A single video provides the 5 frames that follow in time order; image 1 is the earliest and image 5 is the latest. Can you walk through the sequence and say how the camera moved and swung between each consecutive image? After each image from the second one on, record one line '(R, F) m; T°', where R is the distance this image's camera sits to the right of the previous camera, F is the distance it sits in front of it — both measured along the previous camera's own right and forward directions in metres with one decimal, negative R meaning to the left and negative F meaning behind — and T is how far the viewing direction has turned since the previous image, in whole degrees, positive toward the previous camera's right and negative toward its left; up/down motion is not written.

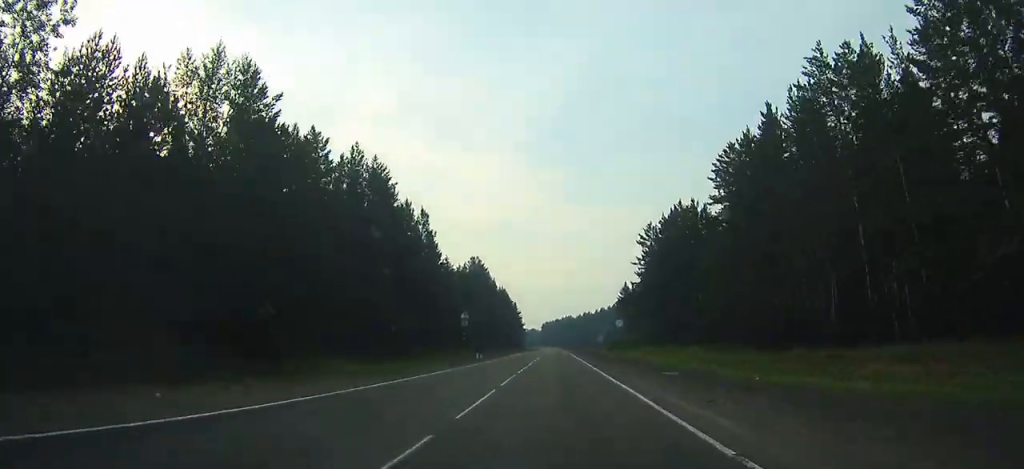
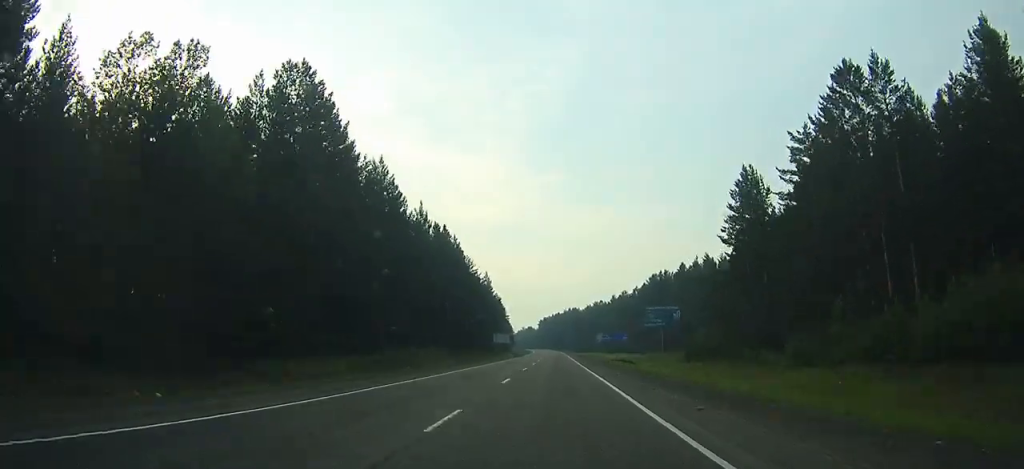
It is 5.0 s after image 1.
(+0.6, +94.9) m; 0°
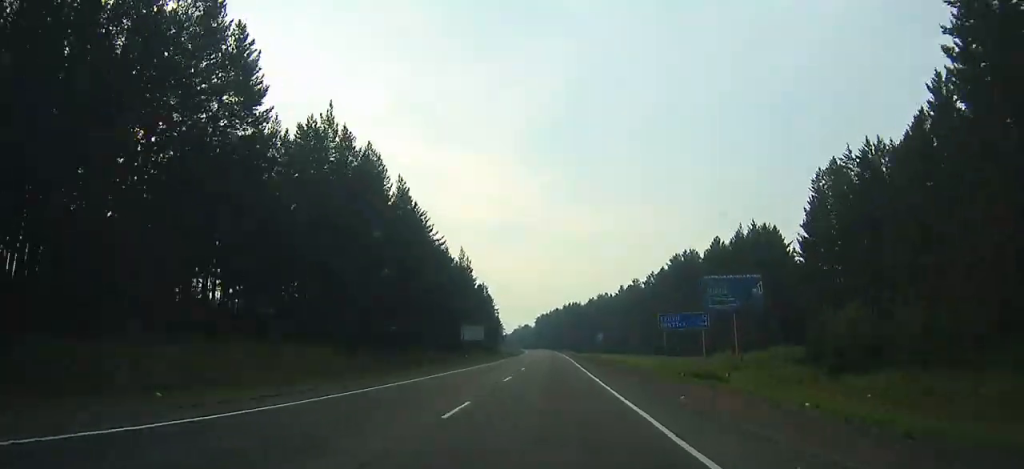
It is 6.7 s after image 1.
(0.0, +32.3) m; 0°
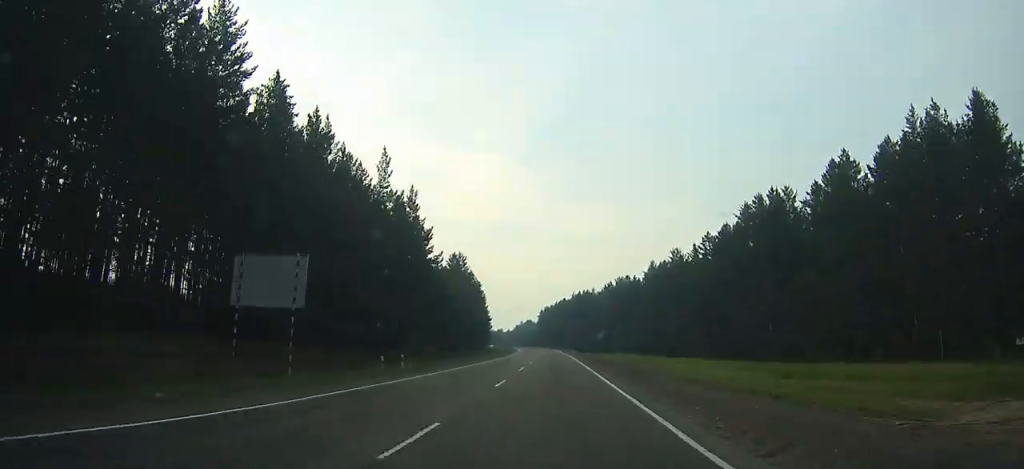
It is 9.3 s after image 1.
(-0.3, +50.4) m; -1°
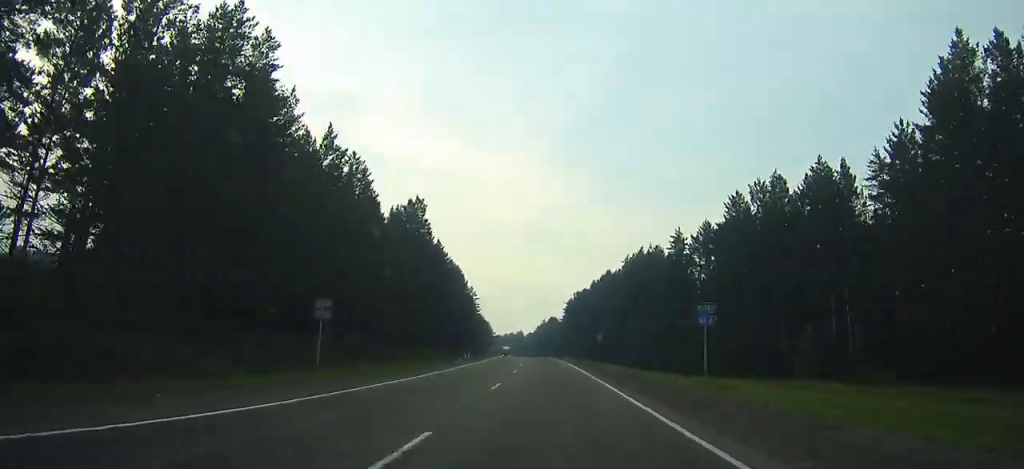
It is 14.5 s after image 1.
(-1.8, +108.8) m; -3°
